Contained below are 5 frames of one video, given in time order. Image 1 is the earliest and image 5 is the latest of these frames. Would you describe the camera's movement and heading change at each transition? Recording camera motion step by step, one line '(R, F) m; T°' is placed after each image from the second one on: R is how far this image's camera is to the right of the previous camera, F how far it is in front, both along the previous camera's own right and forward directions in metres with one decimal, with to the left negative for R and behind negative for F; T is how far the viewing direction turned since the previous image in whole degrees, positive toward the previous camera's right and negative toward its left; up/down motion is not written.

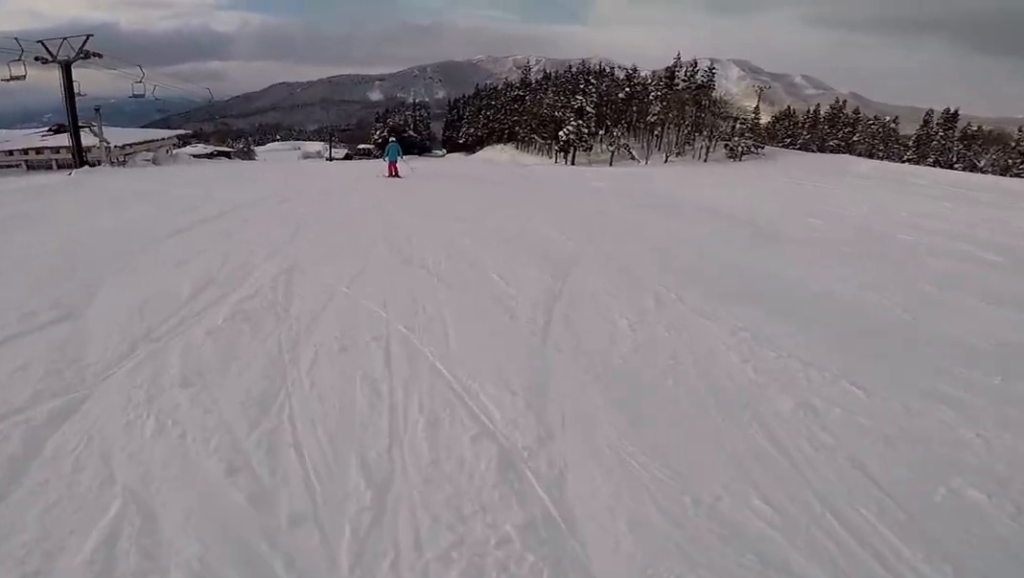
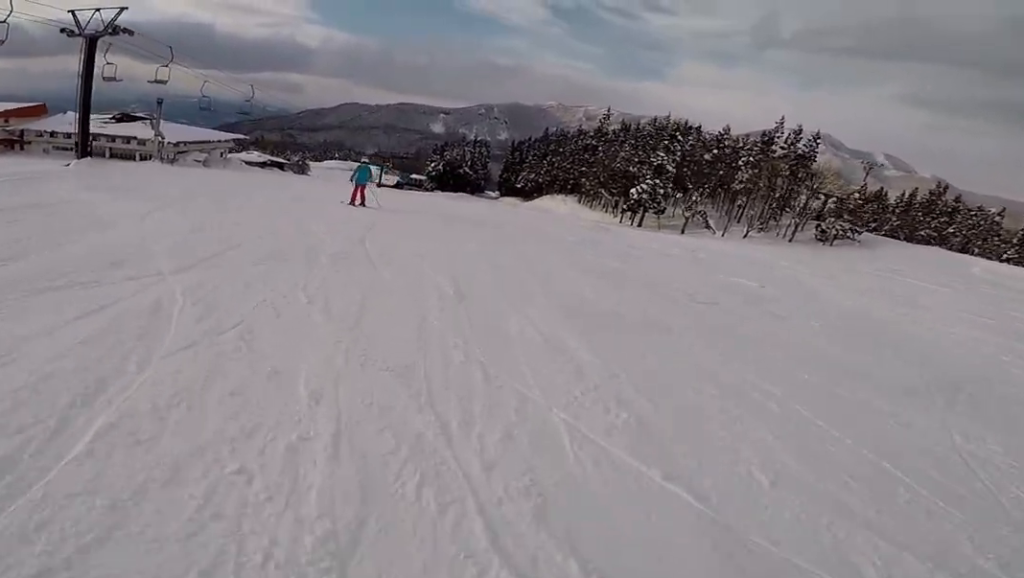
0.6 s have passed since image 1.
(-0.1, +6.1) m; -6°
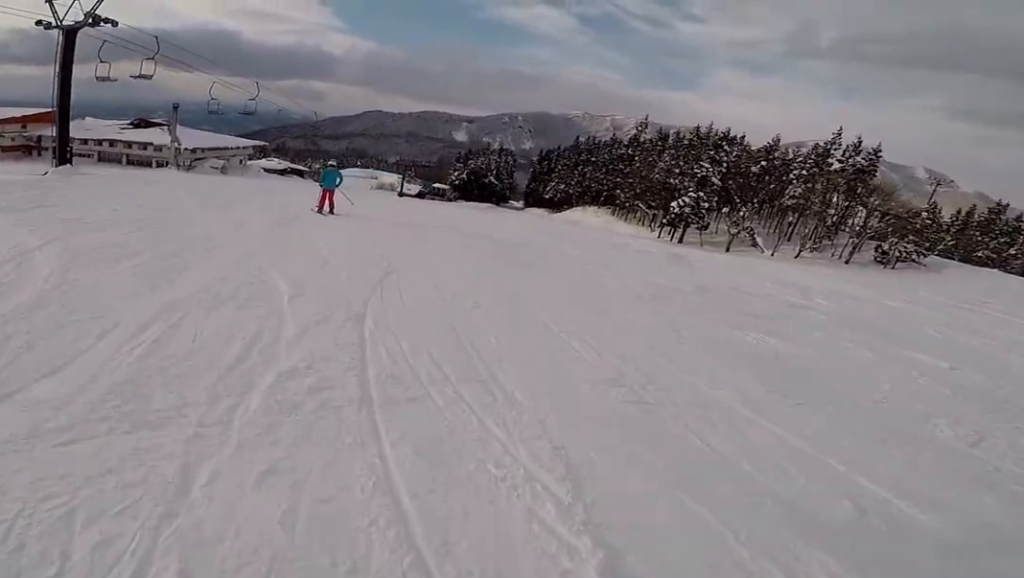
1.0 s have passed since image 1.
(-0.1, +4.0) m; -7°
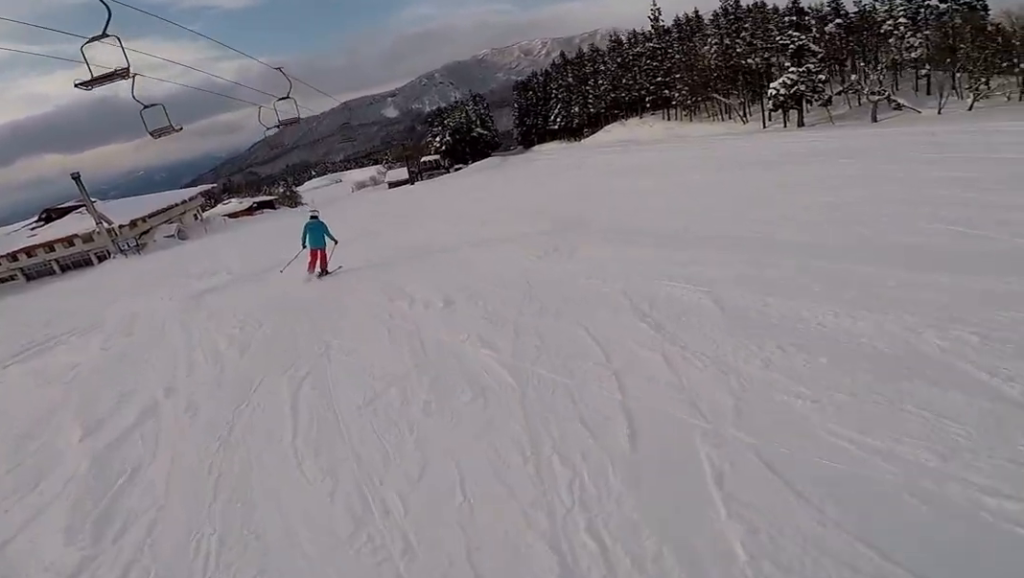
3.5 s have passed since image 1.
(-4.4, +23.0) m; 0°
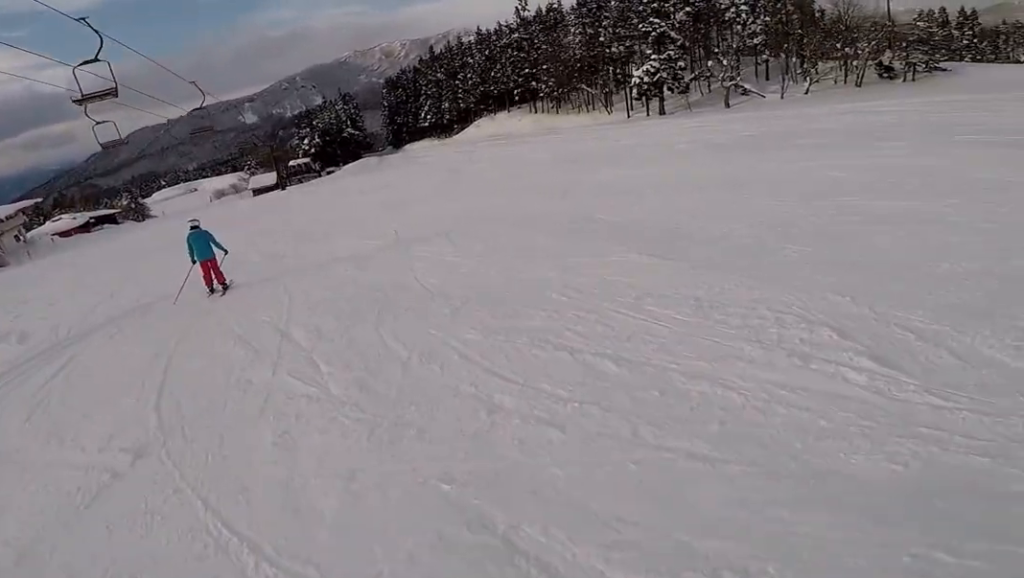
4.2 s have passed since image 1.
(+0.5, +6.0) m; +14°
